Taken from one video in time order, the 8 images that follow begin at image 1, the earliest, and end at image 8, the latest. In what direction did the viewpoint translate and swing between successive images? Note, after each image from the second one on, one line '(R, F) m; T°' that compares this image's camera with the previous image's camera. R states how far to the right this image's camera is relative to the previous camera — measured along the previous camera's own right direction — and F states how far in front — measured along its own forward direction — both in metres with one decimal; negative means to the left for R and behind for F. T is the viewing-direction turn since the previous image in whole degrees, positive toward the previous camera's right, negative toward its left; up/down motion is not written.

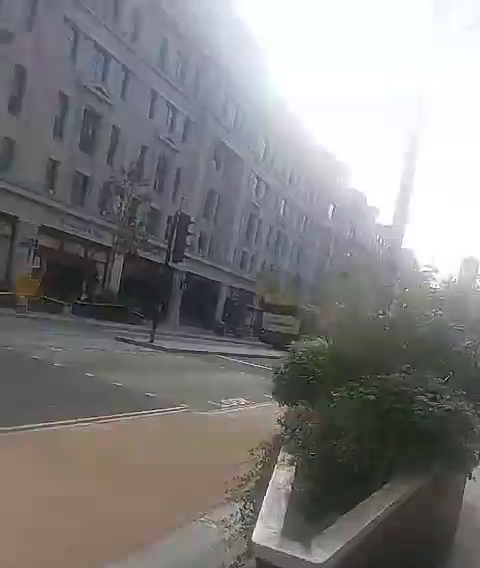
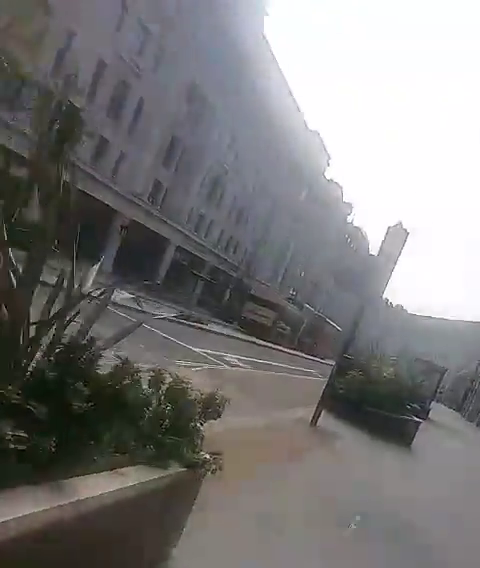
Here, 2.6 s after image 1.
(+0.2, +3.4) m; -1°
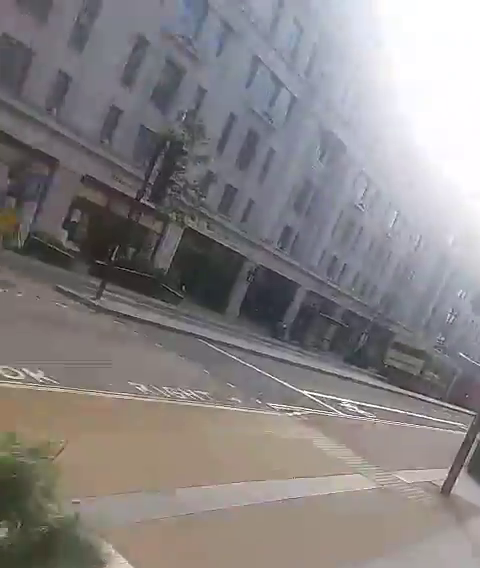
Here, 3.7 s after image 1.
(-0.1, +1.4) m; -5°
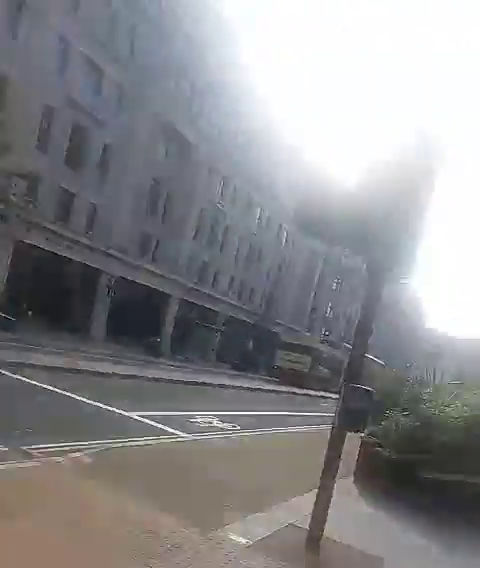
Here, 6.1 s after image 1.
(-0.4, +3.5) m; -6°
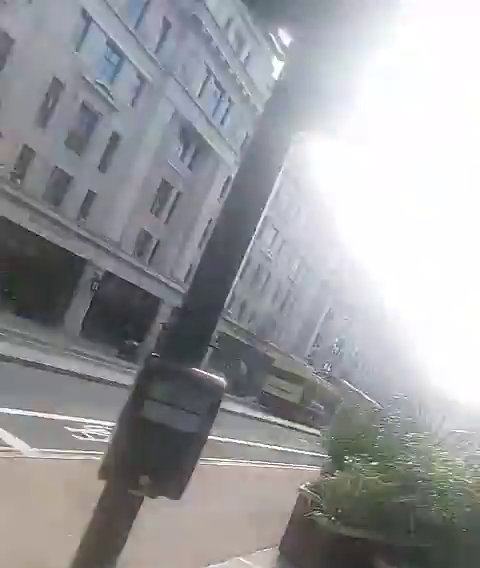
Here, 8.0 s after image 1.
(+0.2, +2.6) m; +12°
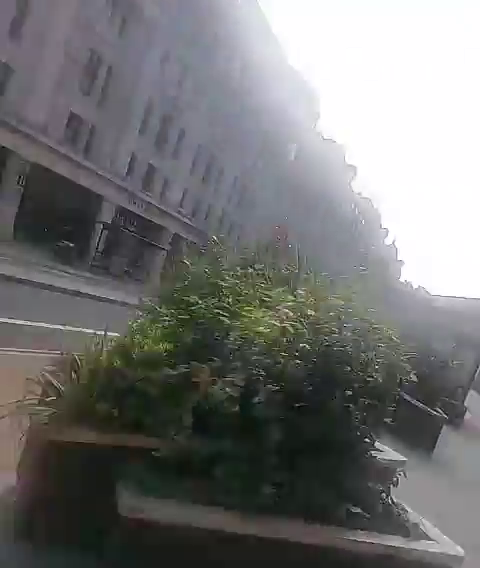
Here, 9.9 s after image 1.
(+0.3, +2.5) m; +9°
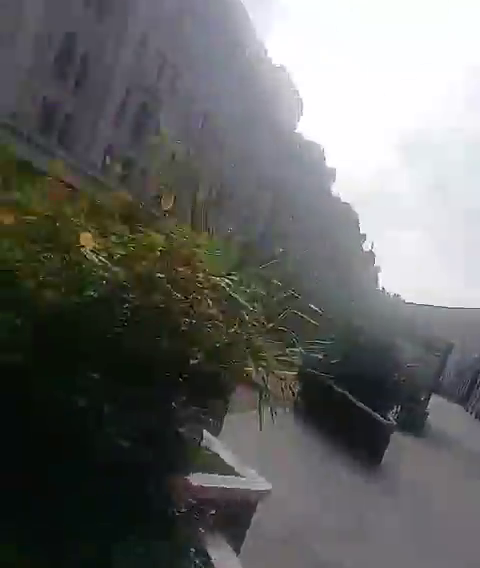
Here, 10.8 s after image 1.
(0.0, +1.2) m; -6°
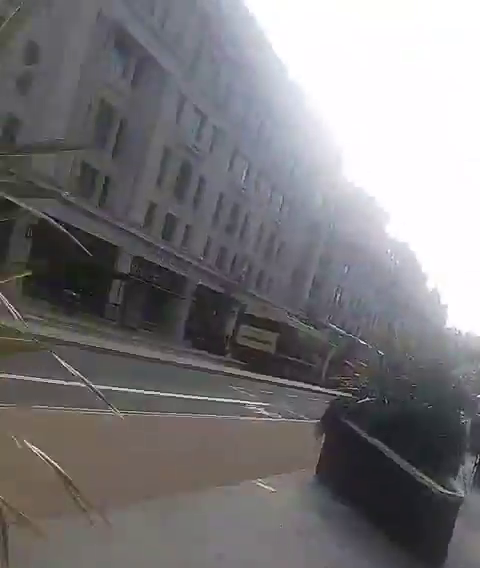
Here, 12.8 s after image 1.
(-0.3, +2.5) m; -8°
